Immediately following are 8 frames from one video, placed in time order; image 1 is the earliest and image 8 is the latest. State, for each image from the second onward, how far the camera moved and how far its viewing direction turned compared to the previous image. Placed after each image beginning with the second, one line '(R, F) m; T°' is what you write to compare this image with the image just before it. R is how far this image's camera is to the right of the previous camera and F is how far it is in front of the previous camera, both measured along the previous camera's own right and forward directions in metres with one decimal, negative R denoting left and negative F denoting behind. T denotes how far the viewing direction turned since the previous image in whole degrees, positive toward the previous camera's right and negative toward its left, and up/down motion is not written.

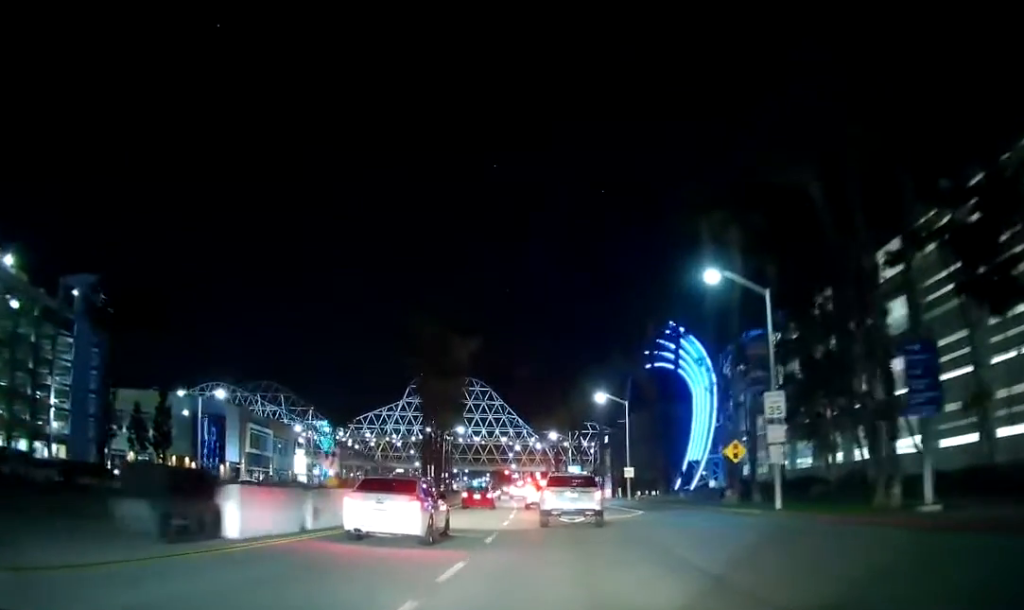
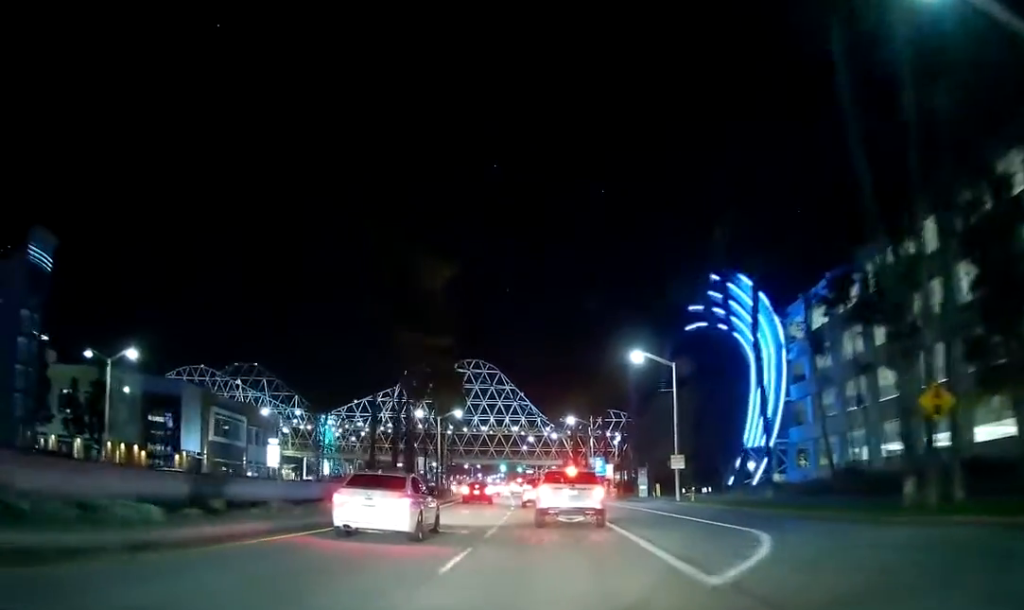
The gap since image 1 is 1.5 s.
(-0.2, +20.4) m; -1°
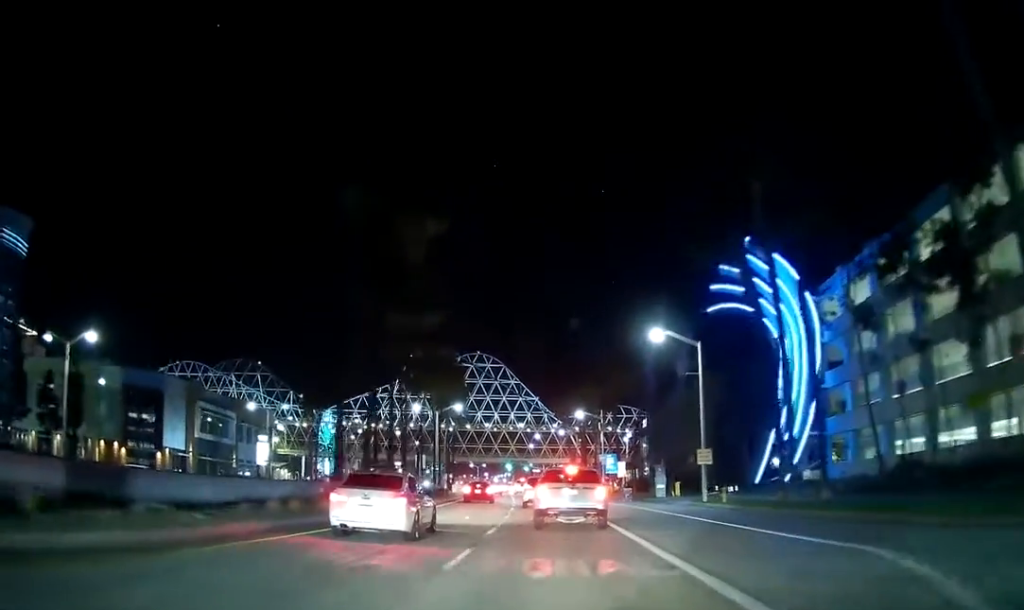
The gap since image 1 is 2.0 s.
(-0.1, +7.4) m; 0°
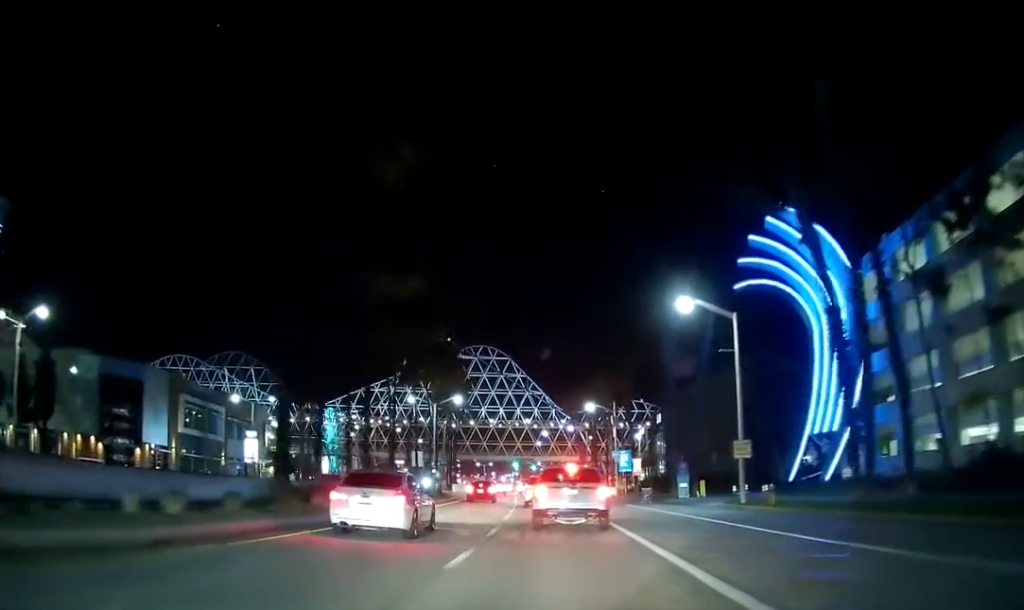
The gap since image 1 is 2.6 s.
(0.0, +7.2) m; 0°
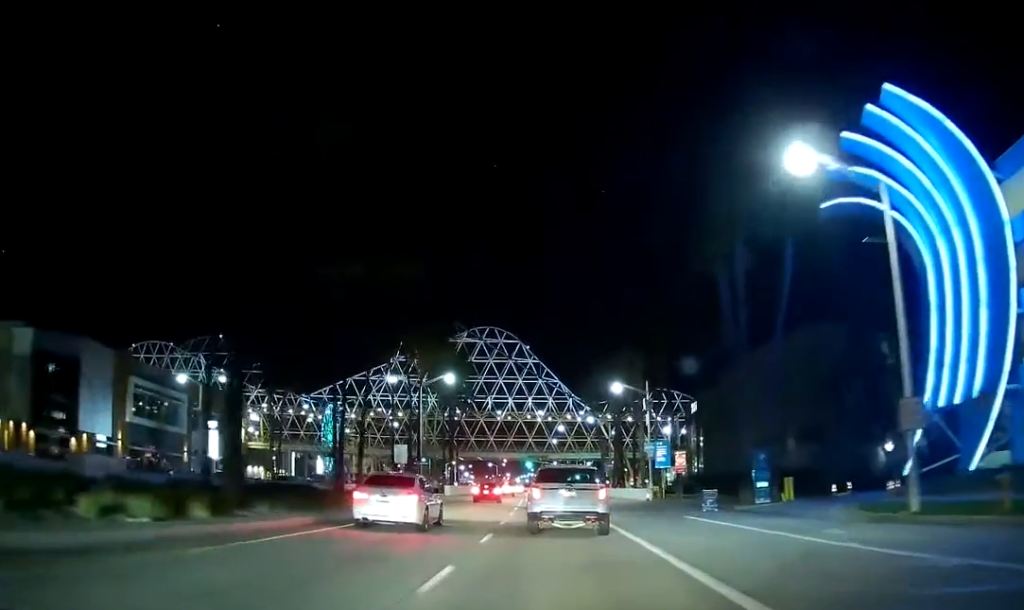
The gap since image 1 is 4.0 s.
(-0.1, +18.0) m; -2°
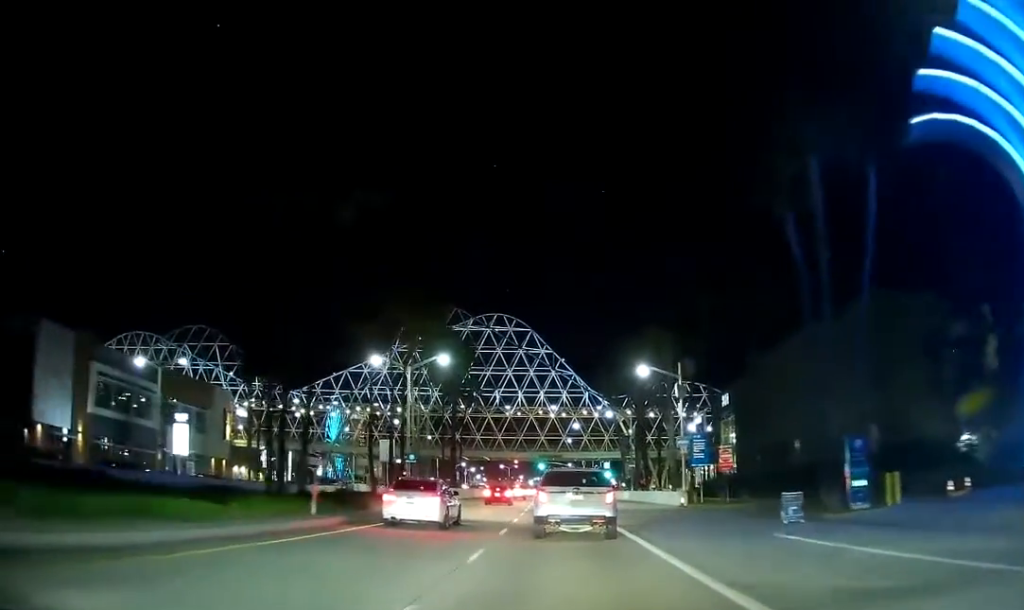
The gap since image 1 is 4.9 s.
(-0.3, +11.1) m; -1°
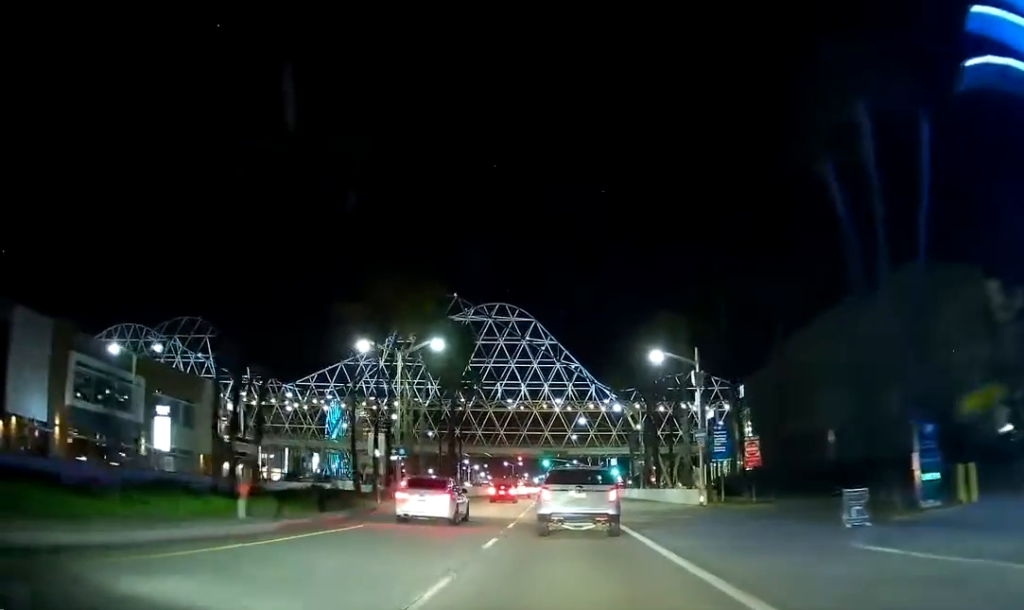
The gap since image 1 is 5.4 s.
(0.0, +5.4) m; 0°
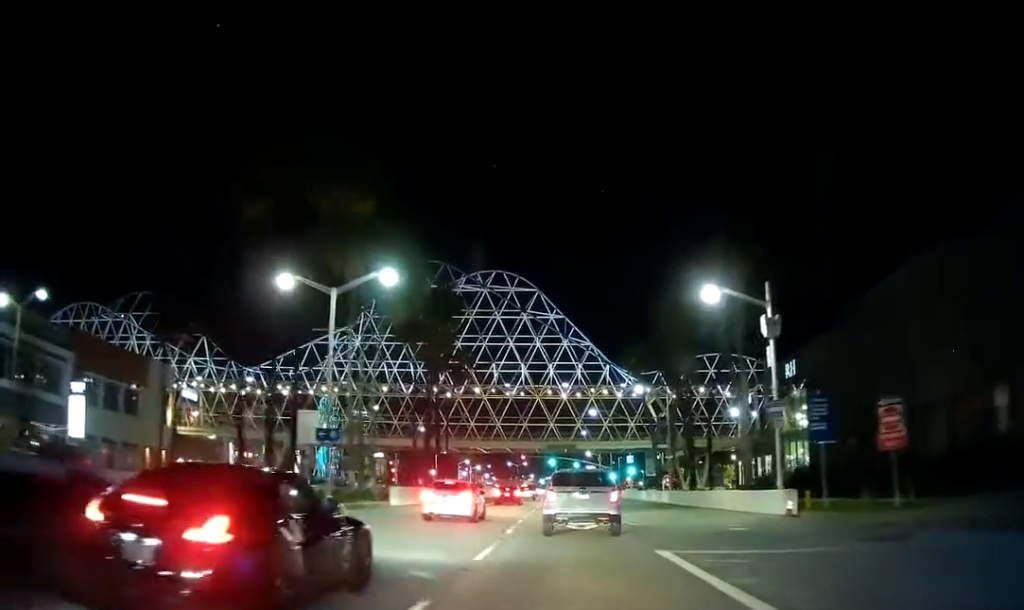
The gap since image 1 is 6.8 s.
(+0.5, +16.4) m; 0°
